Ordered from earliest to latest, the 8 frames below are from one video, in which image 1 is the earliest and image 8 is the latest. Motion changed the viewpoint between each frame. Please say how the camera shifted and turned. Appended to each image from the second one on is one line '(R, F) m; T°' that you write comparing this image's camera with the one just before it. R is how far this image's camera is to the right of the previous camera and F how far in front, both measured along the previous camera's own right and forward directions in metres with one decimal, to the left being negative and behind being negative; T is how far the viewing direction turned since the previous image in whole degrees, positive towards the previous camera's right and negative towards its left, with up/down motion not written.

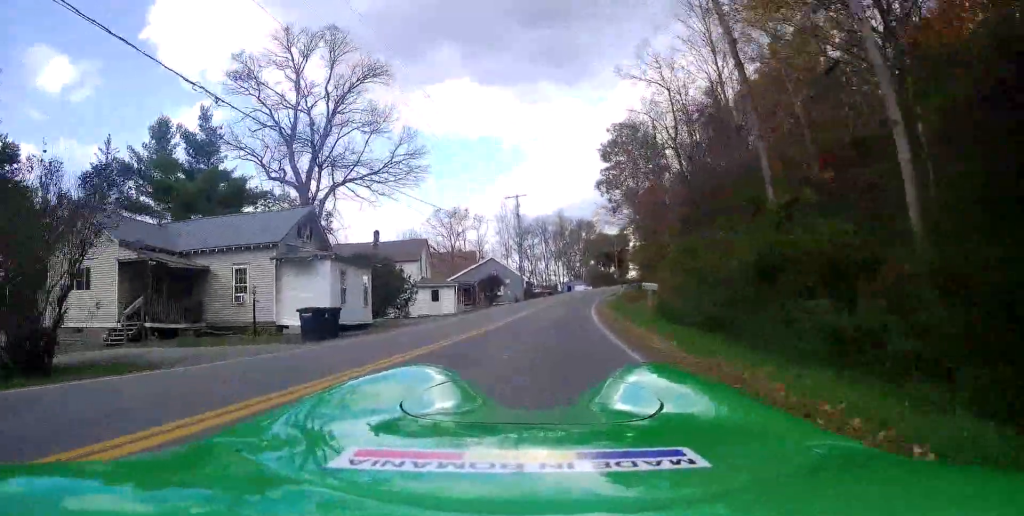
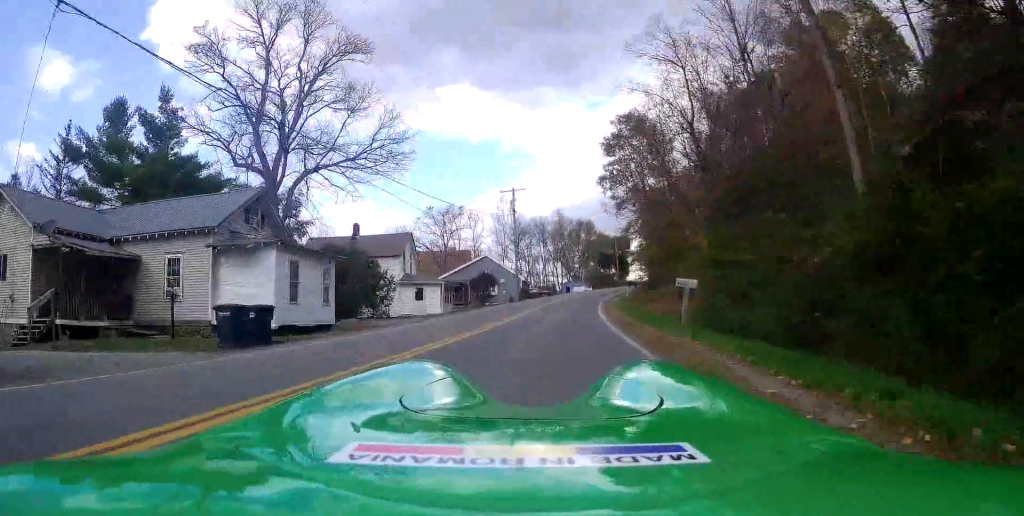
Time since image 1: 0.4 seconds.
(+0.1, +4.9) m; -4°
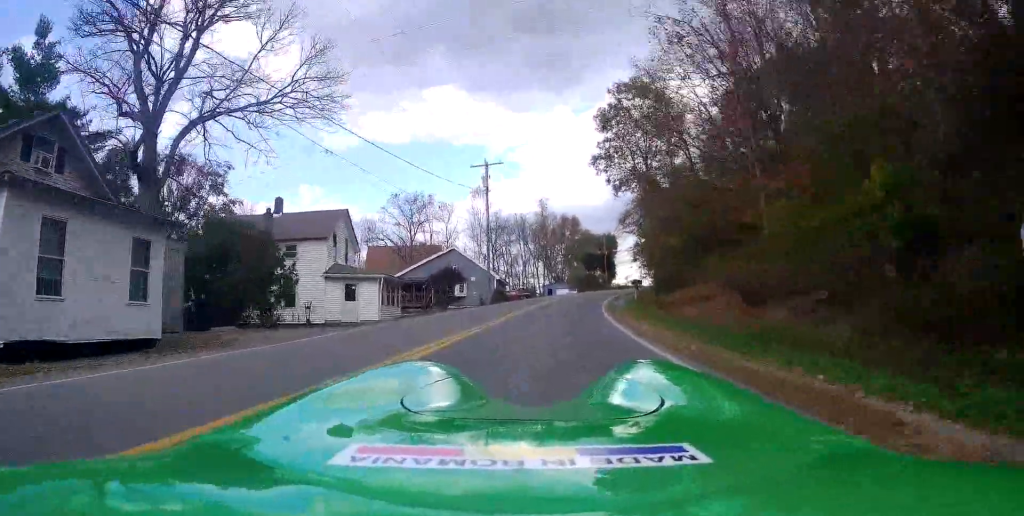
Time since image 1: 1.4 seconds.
(-1.3, +11.2) m; -5°
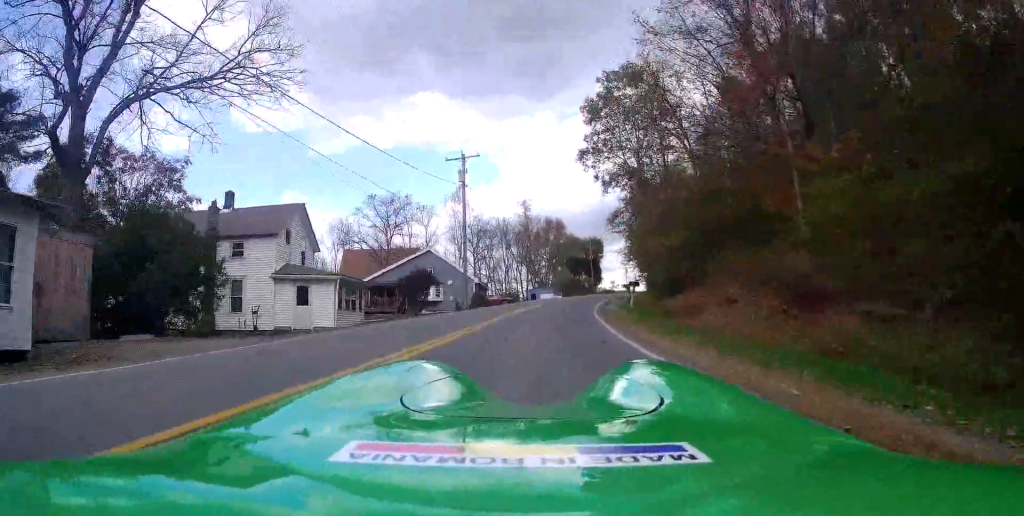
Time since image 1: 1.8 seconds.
(-0.1, +4.4) m; +4°
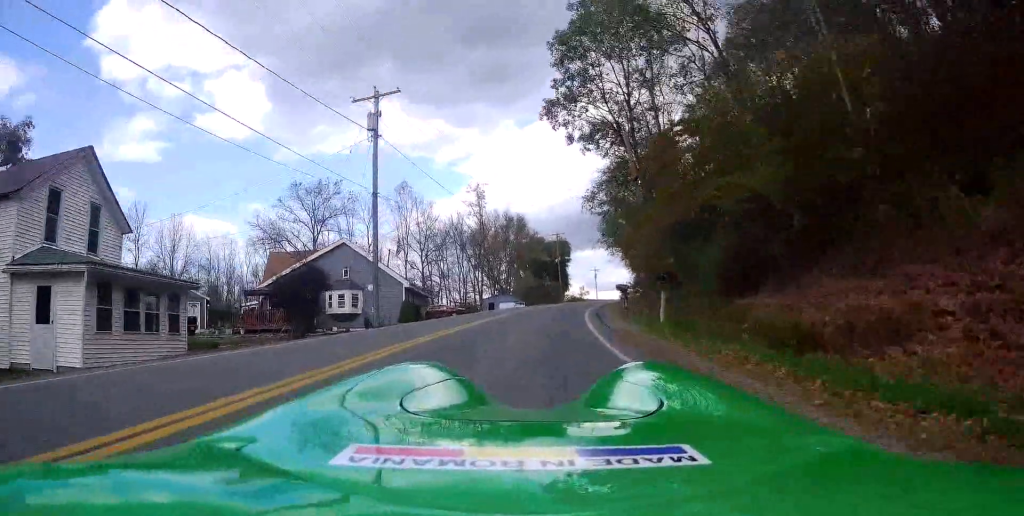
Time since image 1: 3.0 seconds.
(+3.5, +13.4) m; +27°
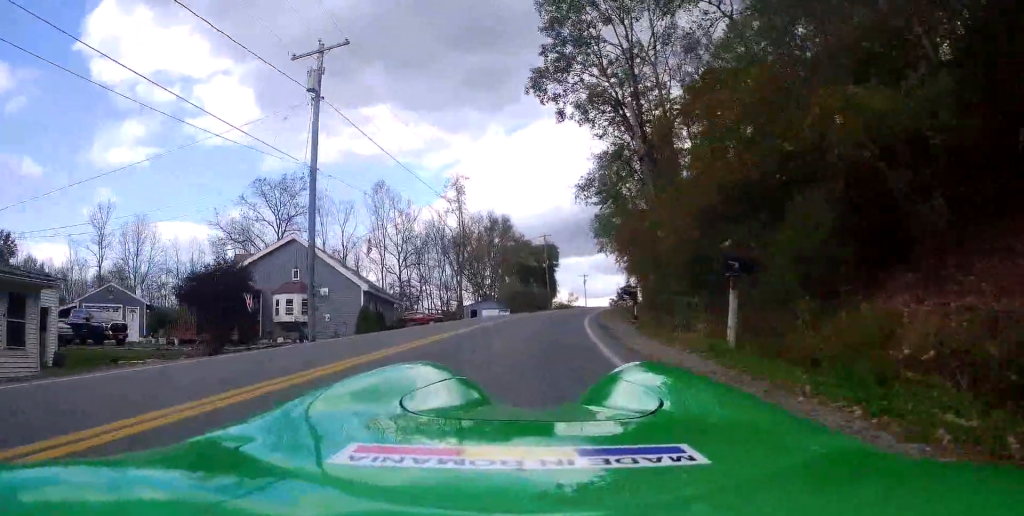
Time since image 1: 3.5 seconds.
(+2.1, +6.5) m; +5°
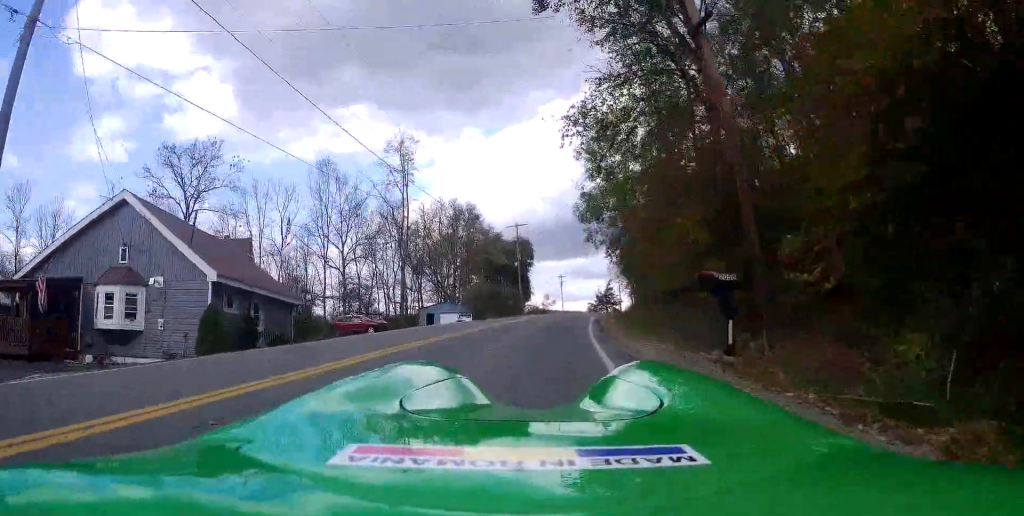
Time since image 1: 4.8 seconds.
(-3.2, +12.8) m; -14°
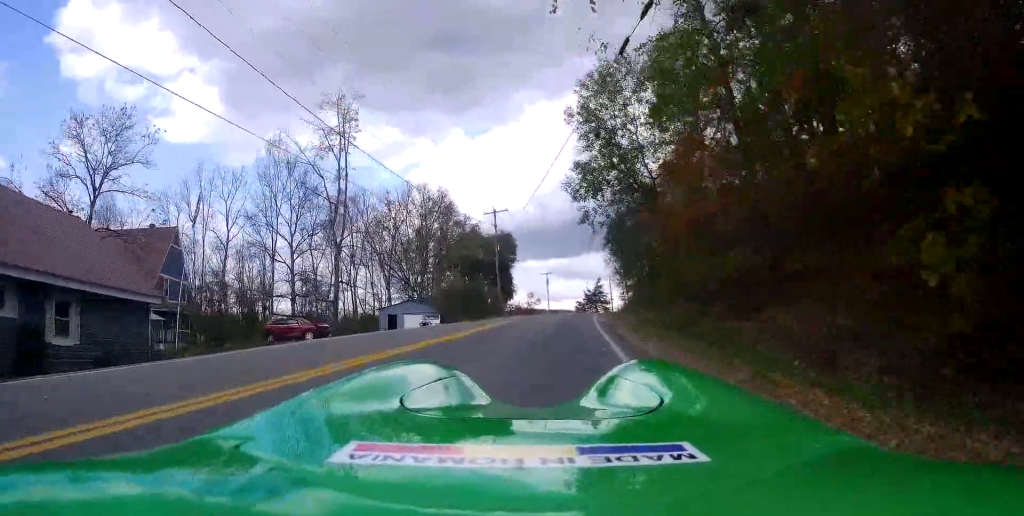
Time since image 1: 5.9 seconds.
(+0.1, +10.1) m; +1°
